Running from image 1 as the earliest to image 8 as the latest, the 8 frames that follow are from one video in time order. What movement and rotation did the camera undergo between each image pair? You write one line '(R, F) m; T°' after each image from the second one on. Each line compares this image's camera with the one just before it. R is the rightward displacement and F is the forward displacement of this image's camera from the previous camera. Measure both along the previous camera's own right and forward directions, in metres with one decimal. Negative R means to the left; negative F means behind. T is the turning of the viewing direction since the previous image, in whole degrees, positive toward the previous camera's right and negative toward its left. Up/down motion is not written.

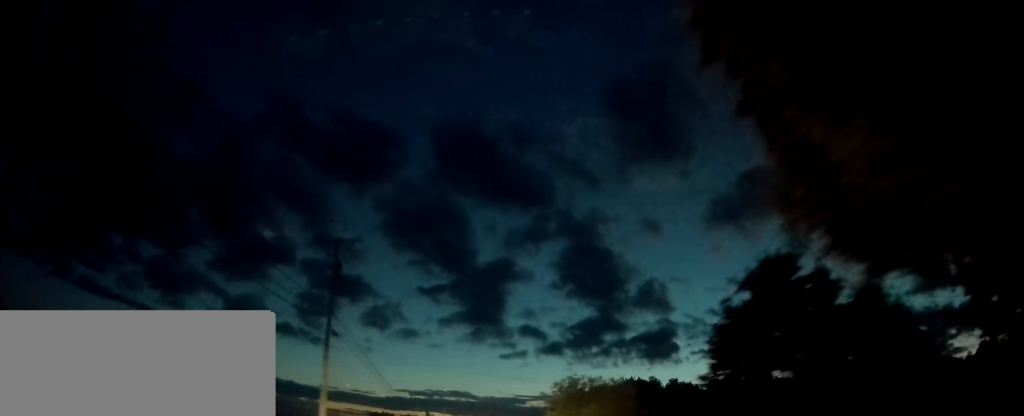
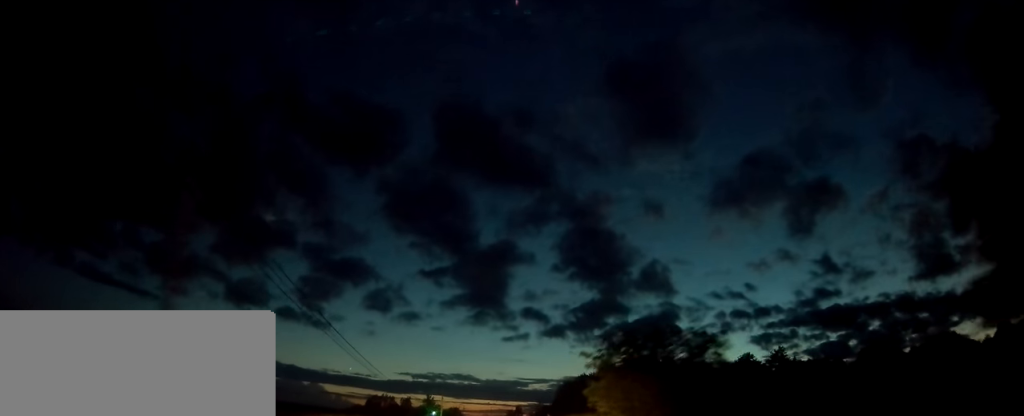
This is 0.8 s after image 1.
(+0.1, +14.1) m; 0°
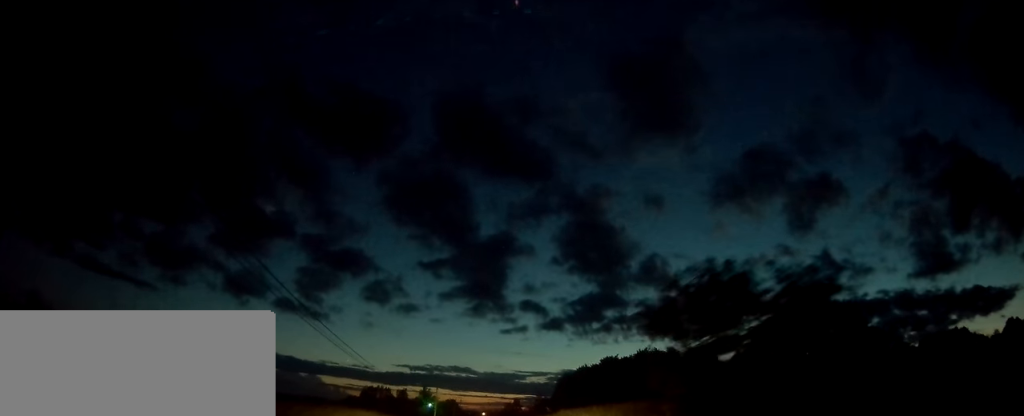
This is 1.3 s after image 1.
(0.0, +8.8) m; 0°
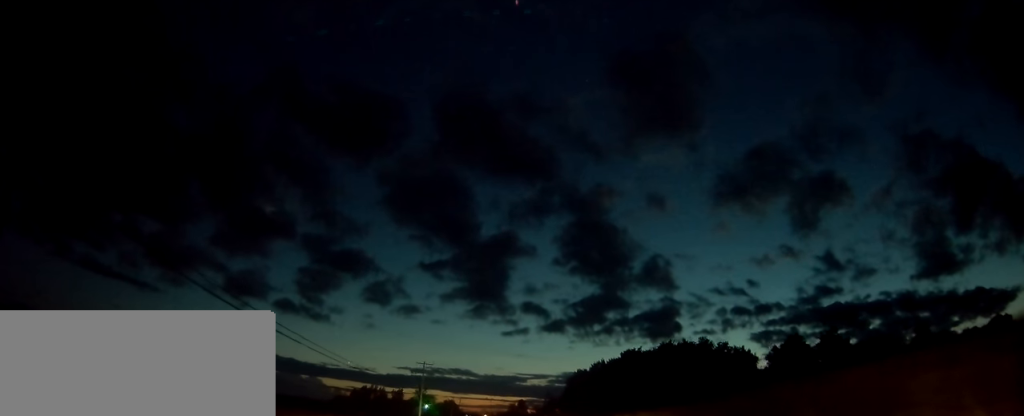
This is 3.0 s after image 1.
(0.0, +30.2) m; 0°
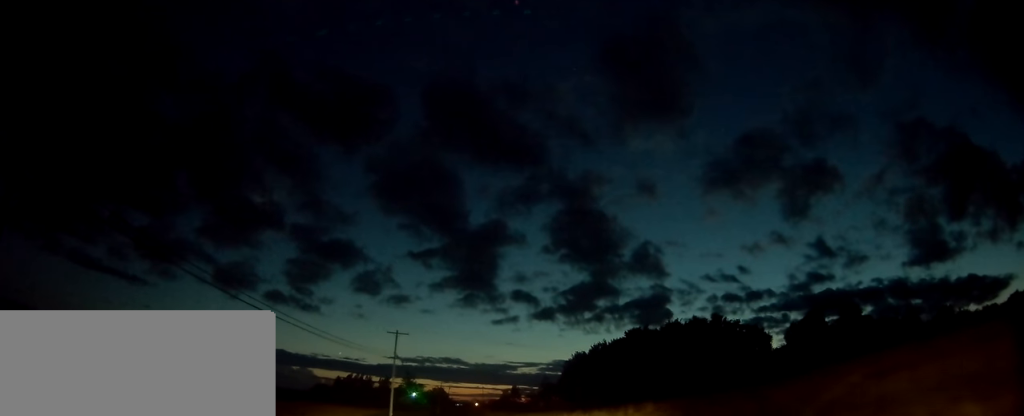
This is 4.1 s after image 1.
(0.0, +18.1) m; 0°
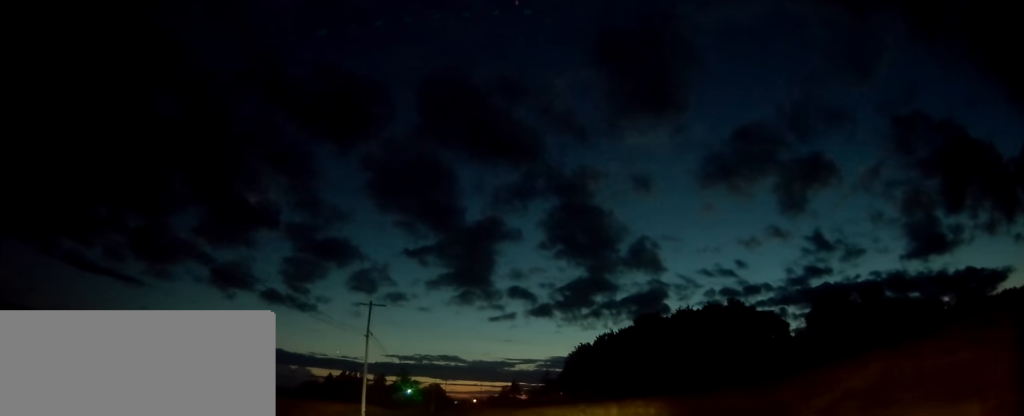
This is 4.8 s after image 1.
(0.0, +13.7) m; 0°
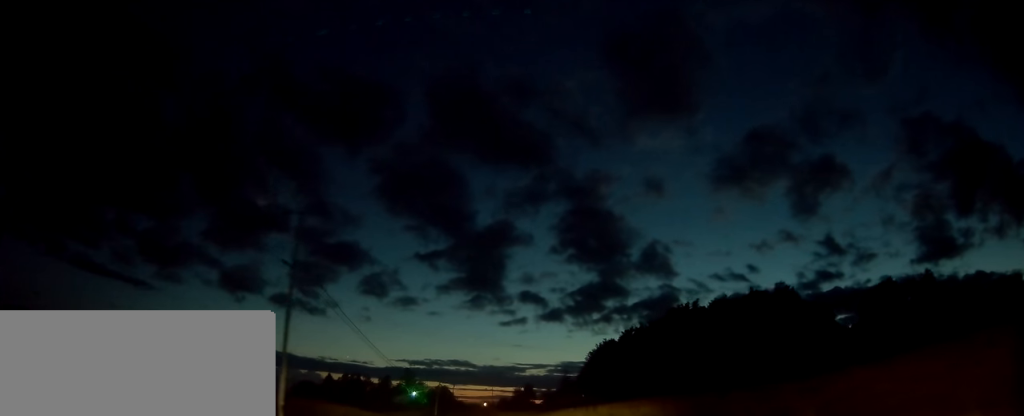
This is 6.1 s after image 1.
(+0.1, +22.3) m; -1°
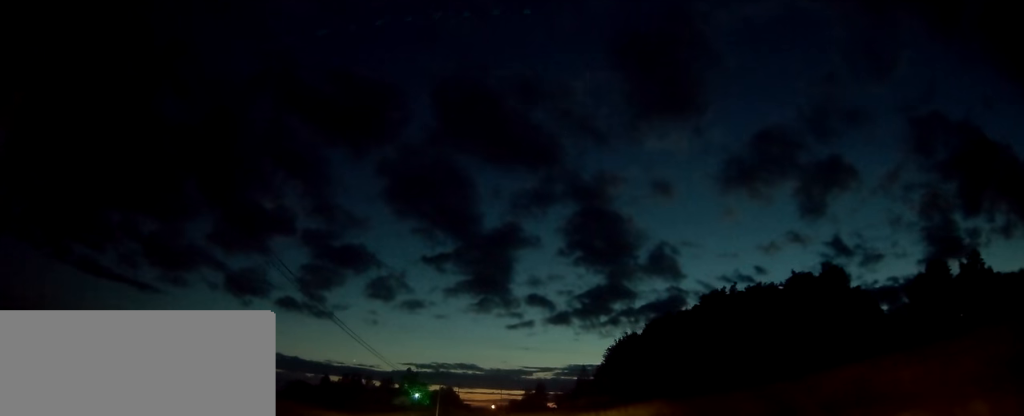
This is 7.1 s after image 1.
(-0.4, +18.3) m; -1°
